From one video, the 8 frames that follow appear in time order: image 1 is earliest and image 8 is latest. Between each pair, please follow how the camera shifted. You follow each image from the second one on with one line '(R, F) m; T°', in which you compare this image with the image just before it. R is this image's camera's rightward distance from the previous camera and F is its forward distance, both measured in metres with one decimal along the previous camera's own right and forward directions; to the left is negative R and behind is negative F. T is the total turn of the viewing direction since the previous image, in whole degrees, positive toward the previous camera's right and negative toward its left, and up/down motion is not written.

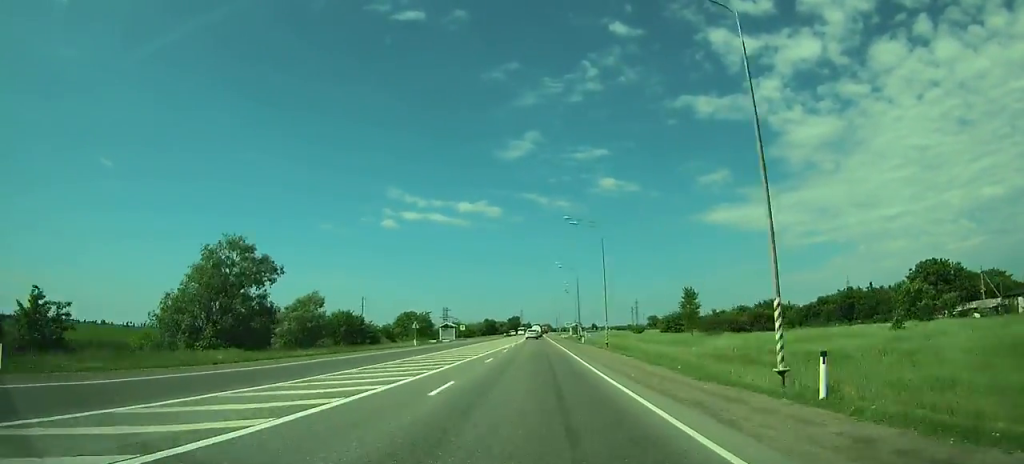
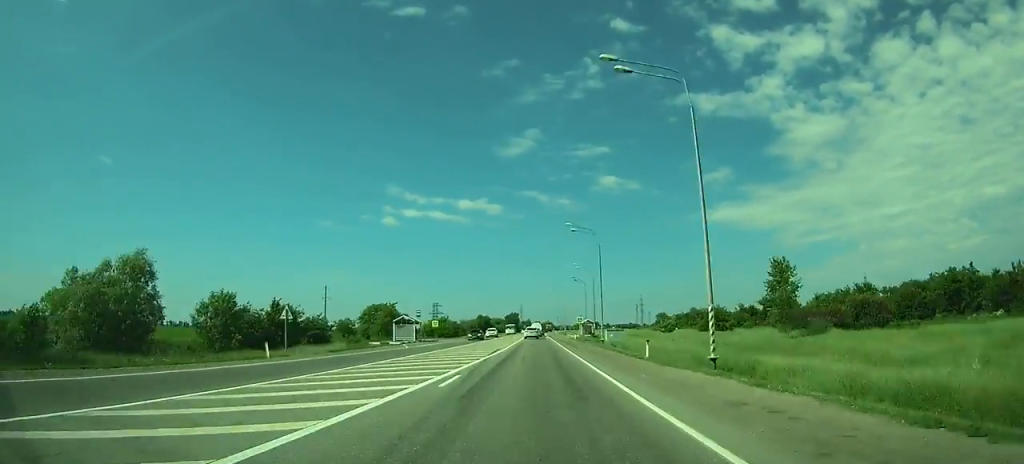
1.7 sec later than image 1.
(-0.1, +32.3) m; 0°
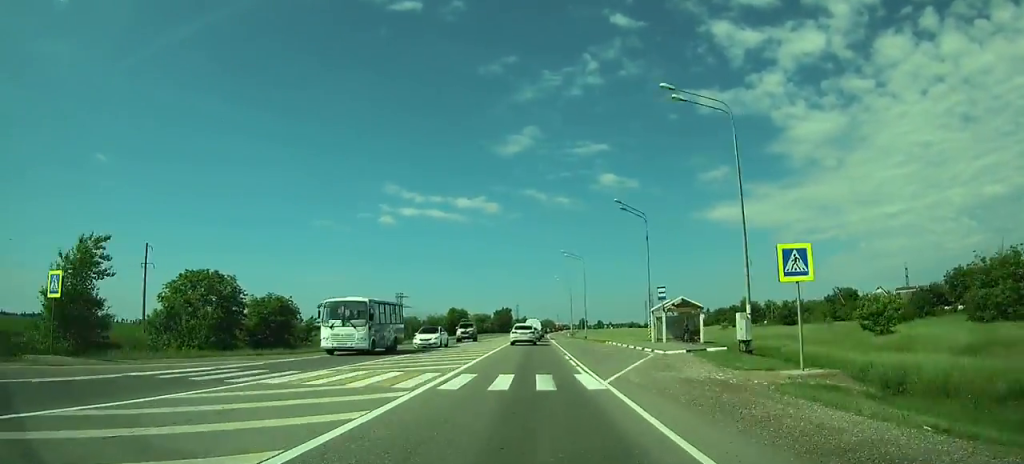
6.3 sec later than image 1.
(+0.4, +73.1) m; 0°
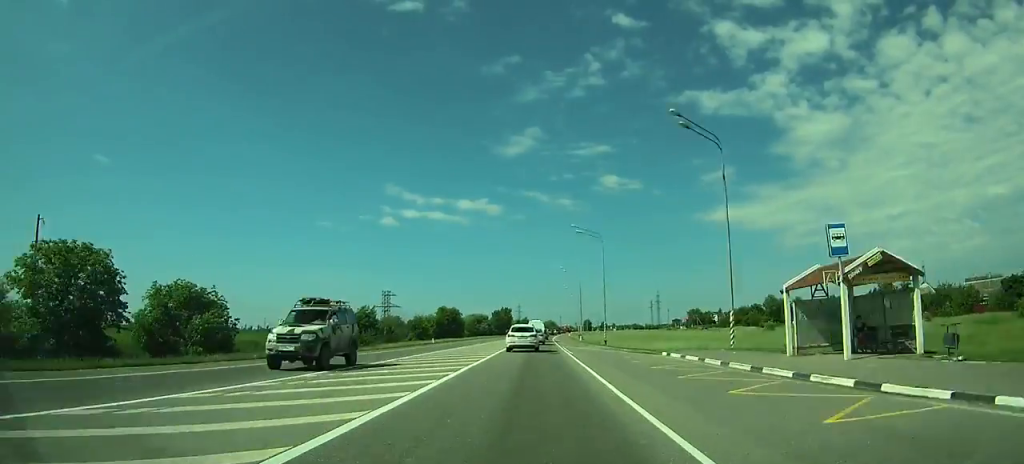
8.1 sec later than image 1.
(-0.1, +24.4) m; 0°
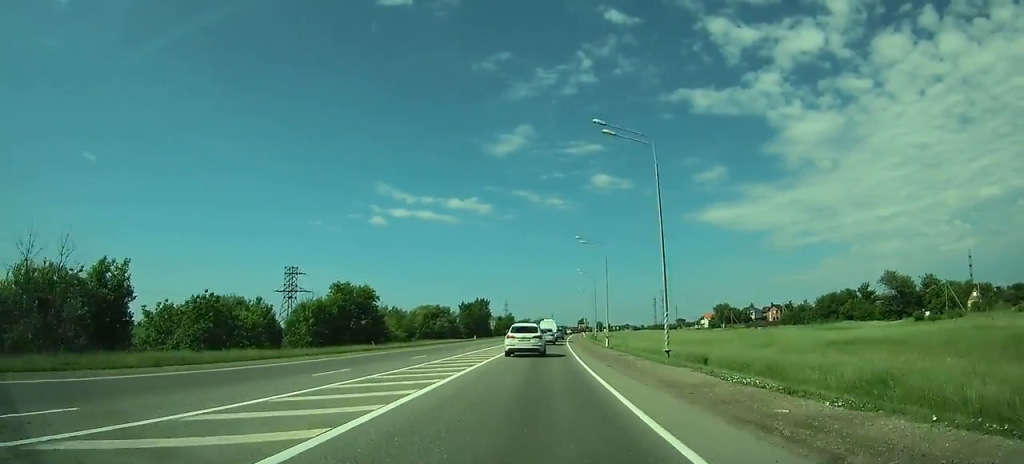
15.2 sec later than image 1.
(+0.4, +80.3) m; +2°
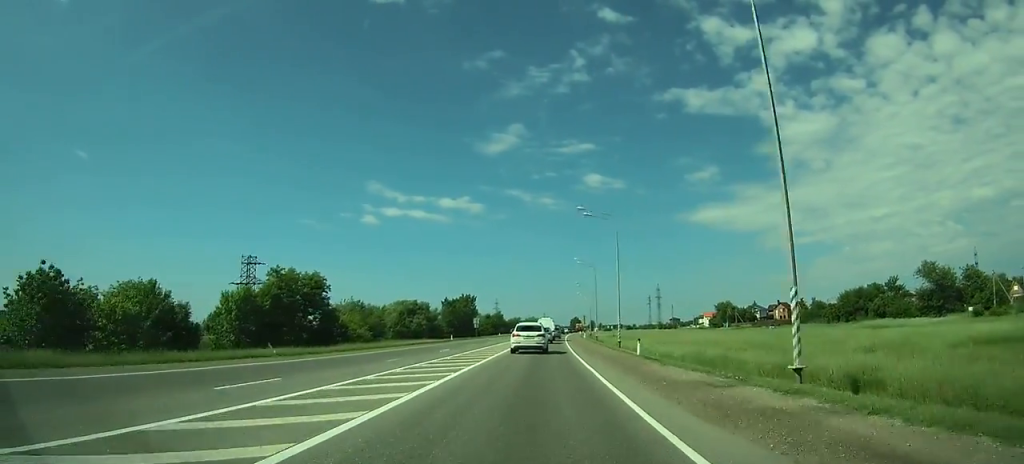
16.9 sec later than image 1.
(+0.1, +16.6) m; +1°
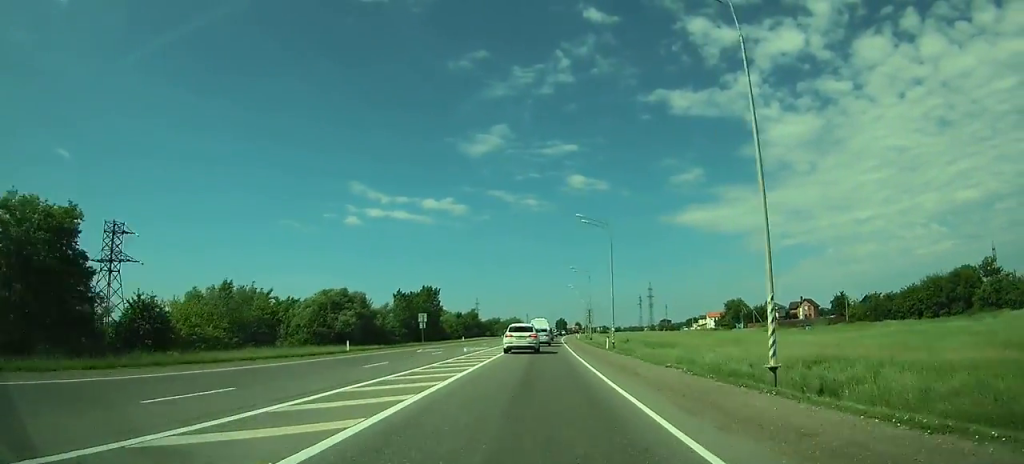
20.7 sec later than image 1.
(+0.7, +35.4) m; +2°
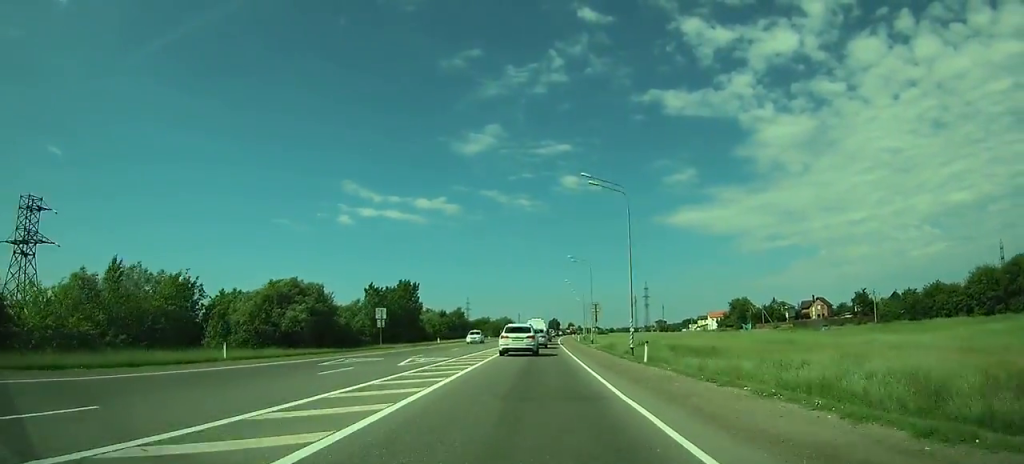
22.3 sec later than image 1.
(+0.1, +14.7) m; +1°
